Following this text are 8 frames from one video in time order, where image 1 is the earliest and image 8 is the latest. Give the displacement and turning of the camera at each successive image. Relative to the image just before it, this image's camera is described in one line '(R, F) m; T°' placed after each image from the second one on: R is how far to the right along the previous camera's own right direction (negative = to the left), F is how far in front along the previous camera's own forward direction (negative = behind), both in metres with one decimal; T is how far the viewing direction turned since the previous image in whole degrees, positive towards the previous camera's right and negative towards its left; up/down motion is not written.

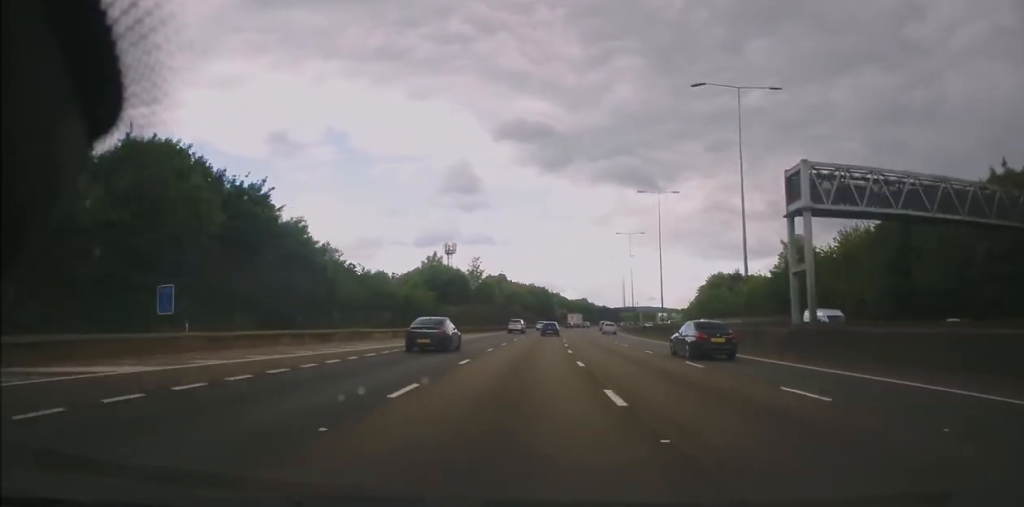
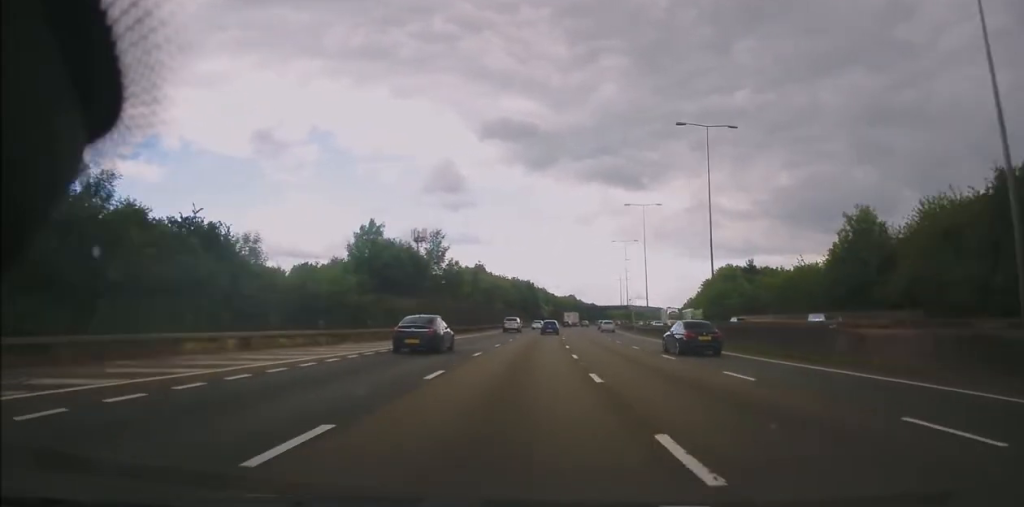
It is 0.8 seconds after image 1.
(+0.2, +22.1) m; 0°
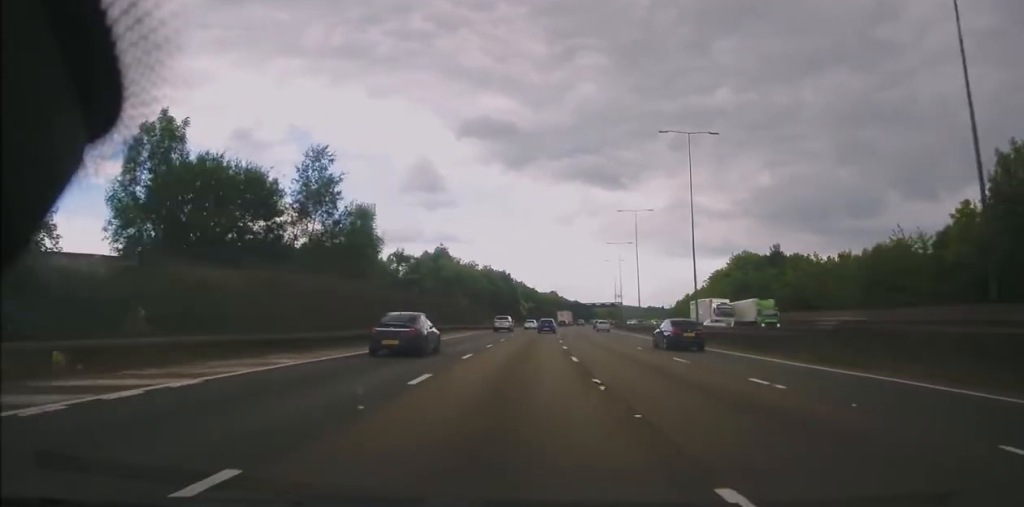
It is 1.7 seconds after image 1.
(0.0, +28.0) m; +2°
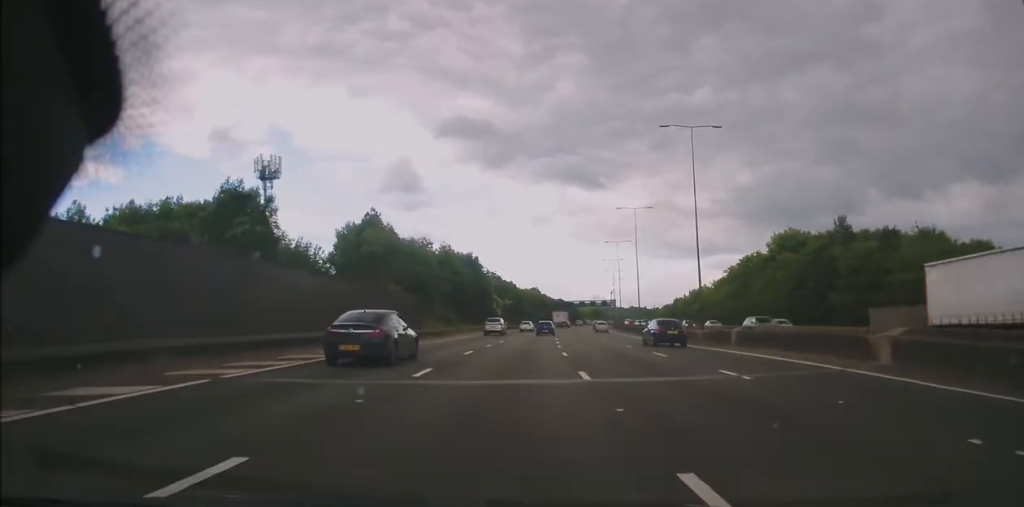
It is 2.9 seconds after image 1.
(+1.1, +34.1) m; +3°
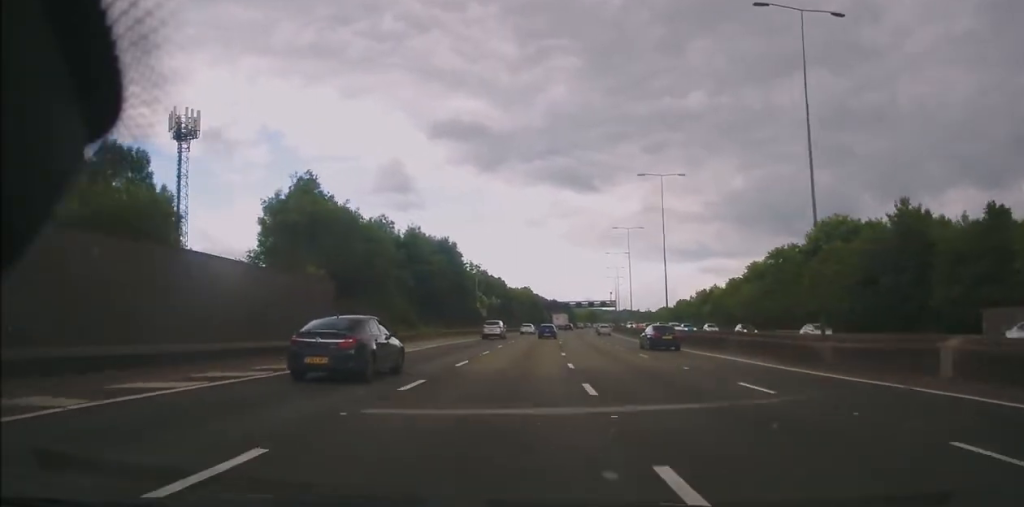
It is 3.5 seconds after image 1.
(+0.1, +18.6) m; +1°
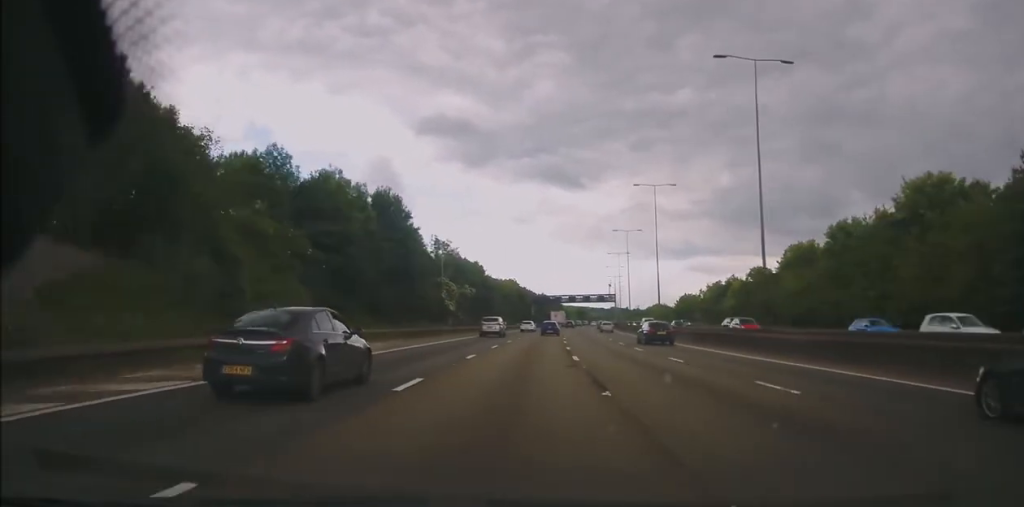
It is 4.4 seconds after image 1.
(+0.4, +25.5) m; +1°
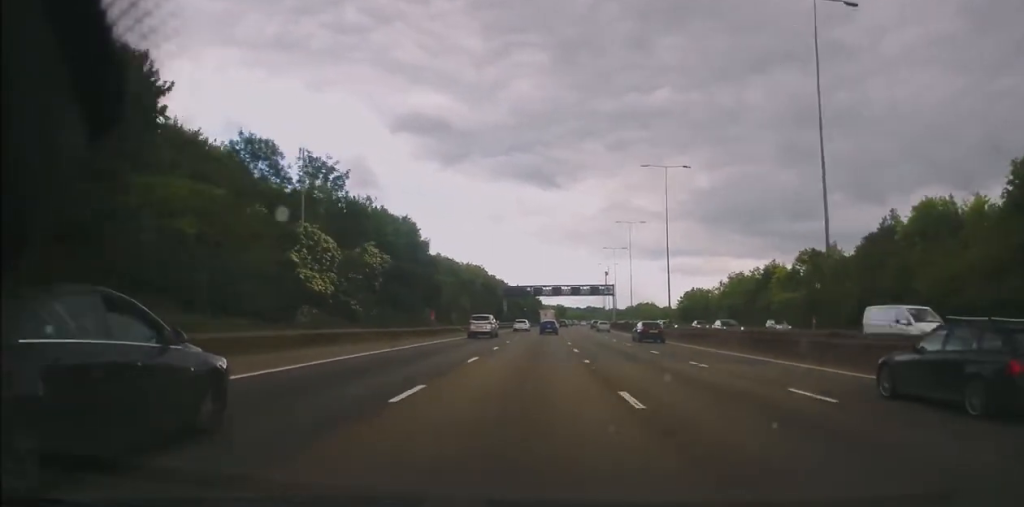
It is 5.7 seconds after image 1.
(+0.6, +38.6) m; +2°
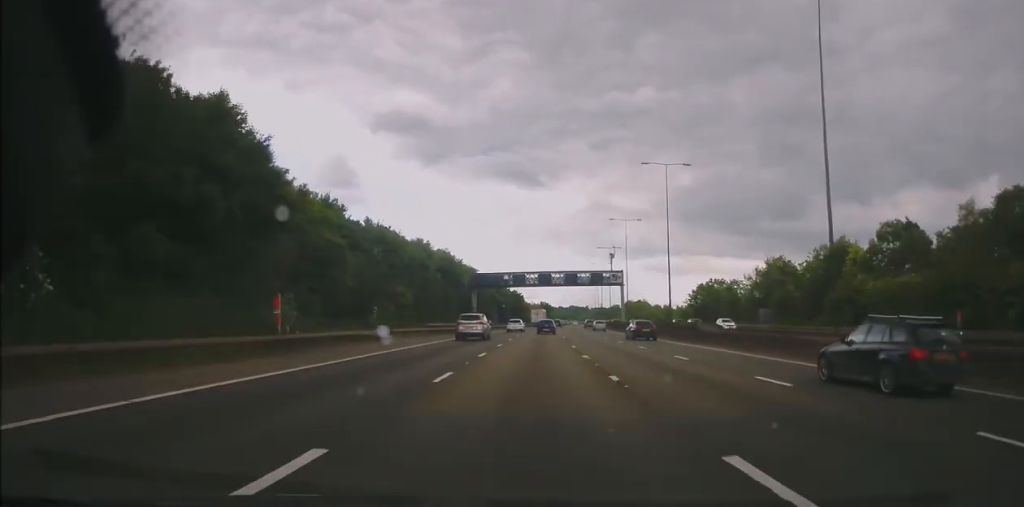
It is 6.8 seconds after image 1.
(+0.7, +31.8) m; +2°
